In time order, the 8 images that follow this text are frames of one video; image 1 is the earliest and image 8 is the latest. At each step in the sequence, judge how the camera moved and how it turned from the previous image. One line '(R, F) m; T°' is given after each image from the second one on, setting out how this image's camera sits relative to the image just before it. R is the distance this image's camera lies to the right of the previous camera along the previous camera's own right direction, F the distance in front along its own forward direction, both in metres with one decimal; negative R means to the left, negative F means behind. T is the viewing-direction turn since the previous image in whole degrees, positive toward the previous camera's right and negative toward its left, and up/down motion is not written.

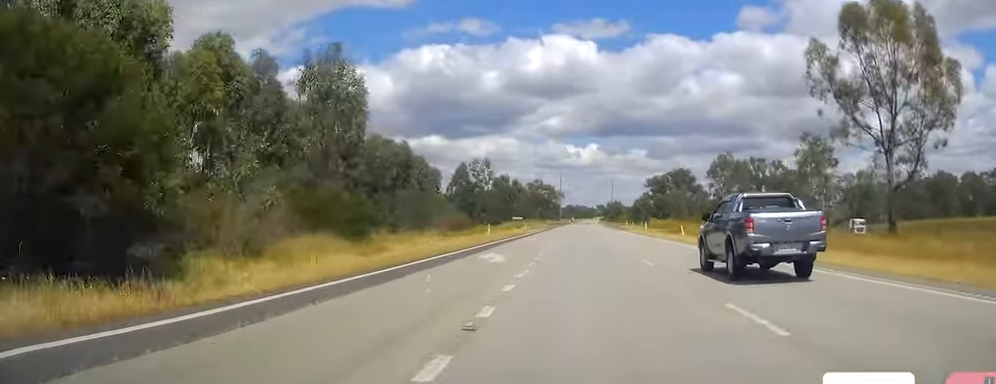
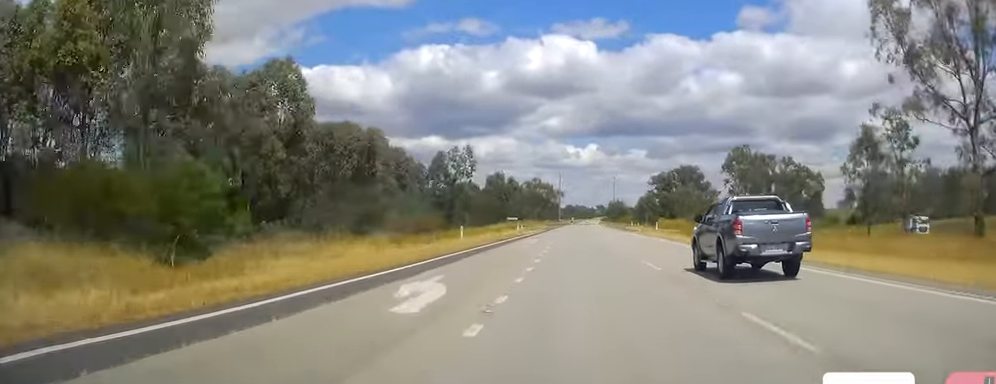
(-0.2, +13.5) m; 0°
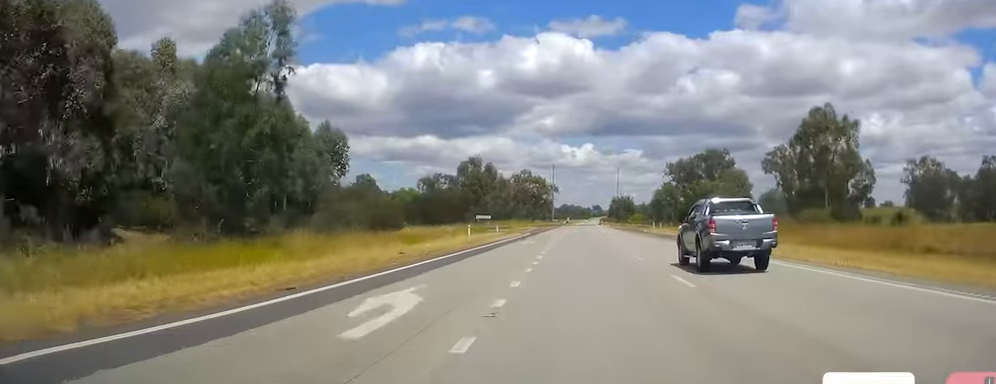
(+0.7, +41.2) m; +1°
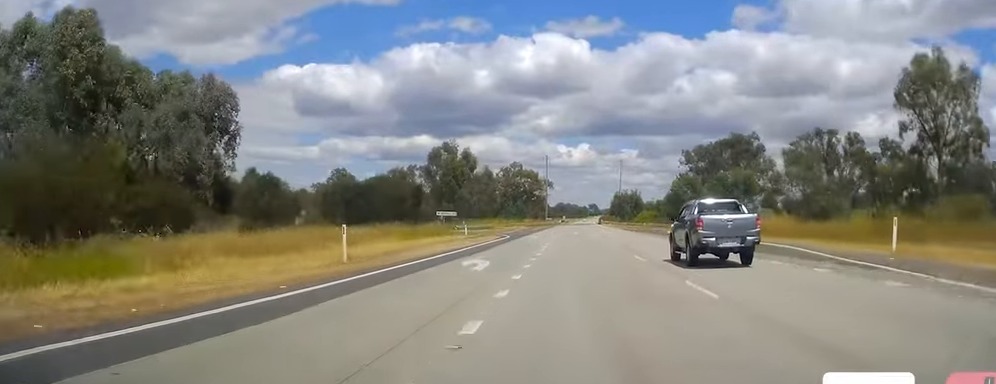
(0.0, +26.8) m; 0°
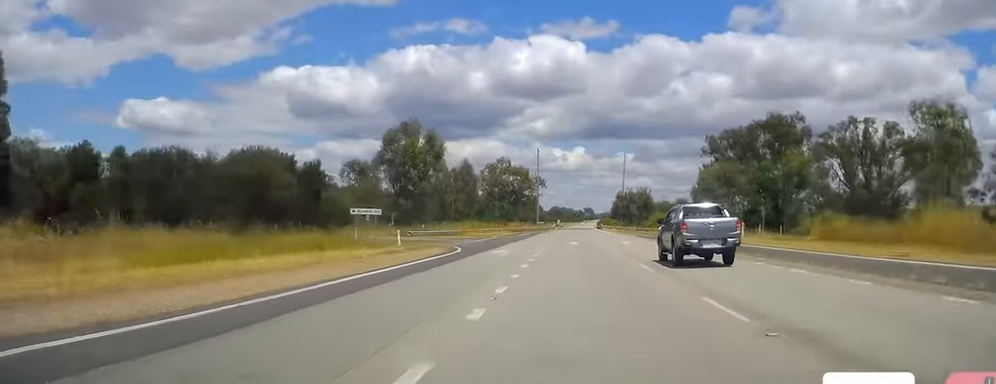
(0.0, +26.9) m; 0°
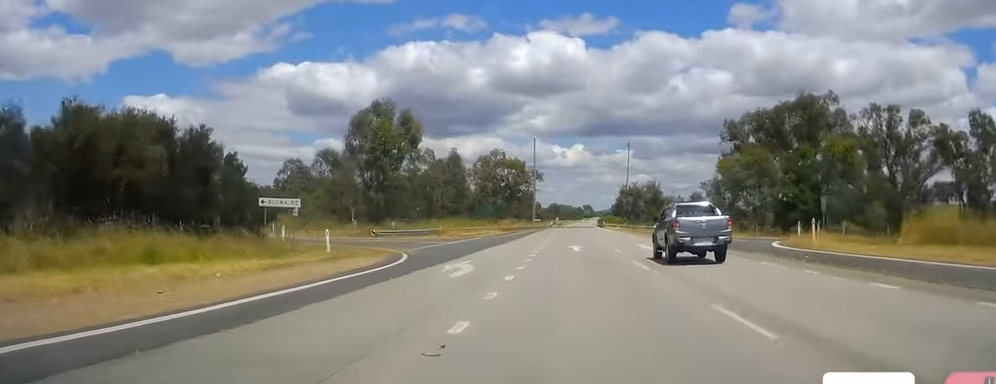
(0.0, +13.5) m; +1°
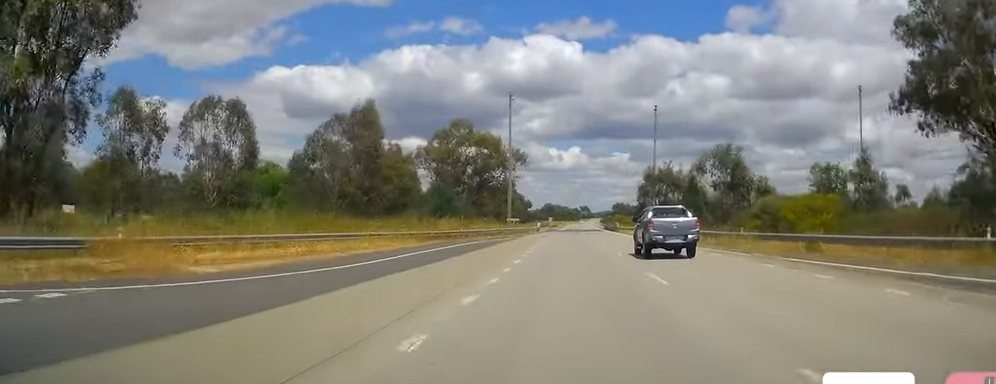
(+0.4, +53.7) m; 0°
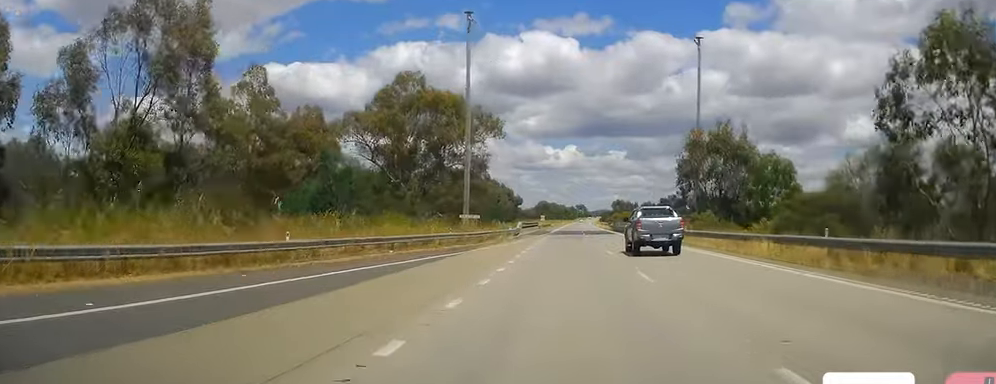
(-0.3, +36.4) m; 0°
